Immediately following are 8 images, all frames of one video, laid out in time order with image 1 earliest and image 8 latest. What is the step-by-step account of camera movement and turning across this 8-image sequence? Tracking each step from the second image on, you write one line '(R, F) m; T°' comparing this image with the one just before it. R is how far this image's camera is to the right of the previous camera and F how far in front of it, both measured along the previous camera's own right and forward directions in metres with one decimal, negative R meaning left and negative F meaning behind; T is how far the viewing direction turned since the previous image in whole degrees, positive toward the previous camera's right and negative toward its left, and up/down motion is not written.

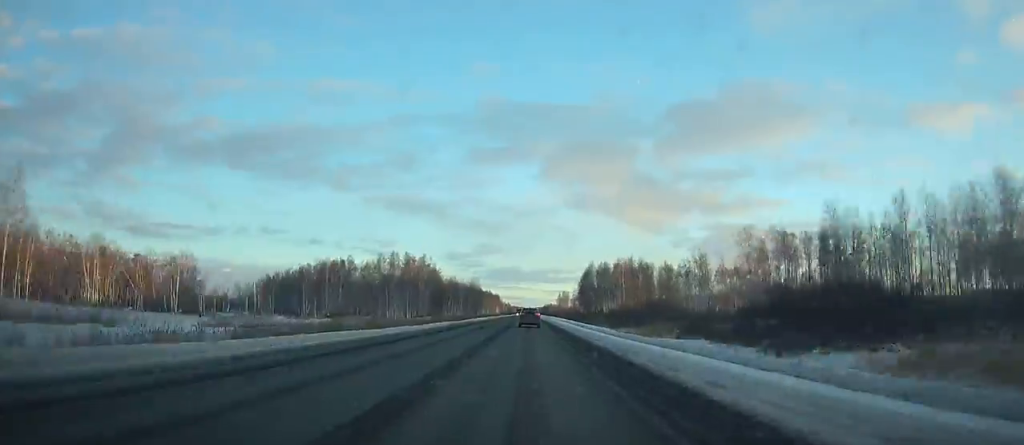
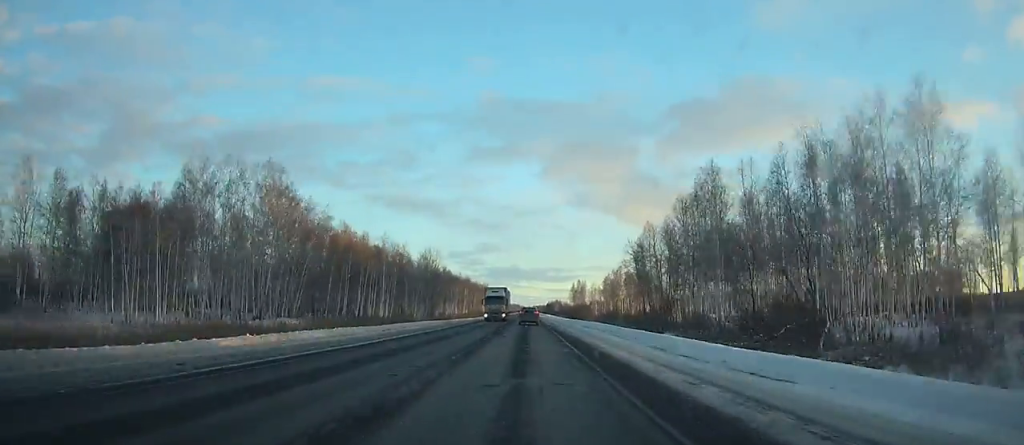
(+0.4, +109.0) m; 0°
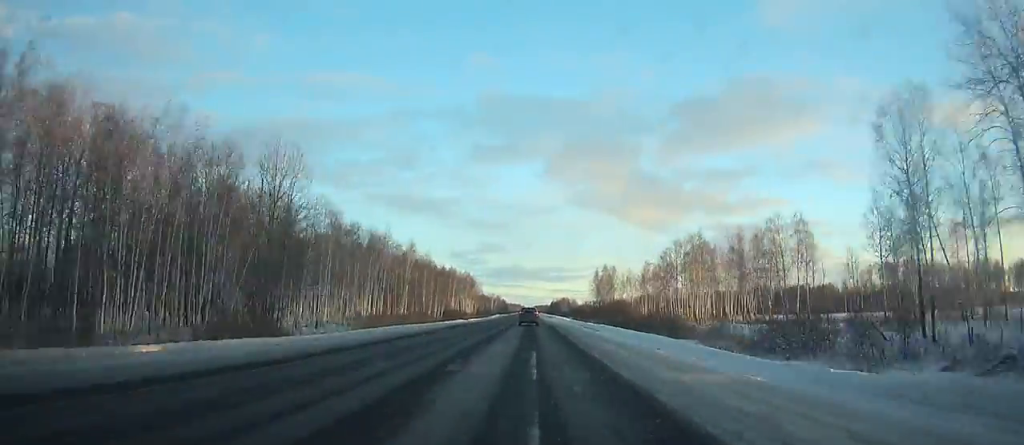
(-0.1, +86.1) m; 0°
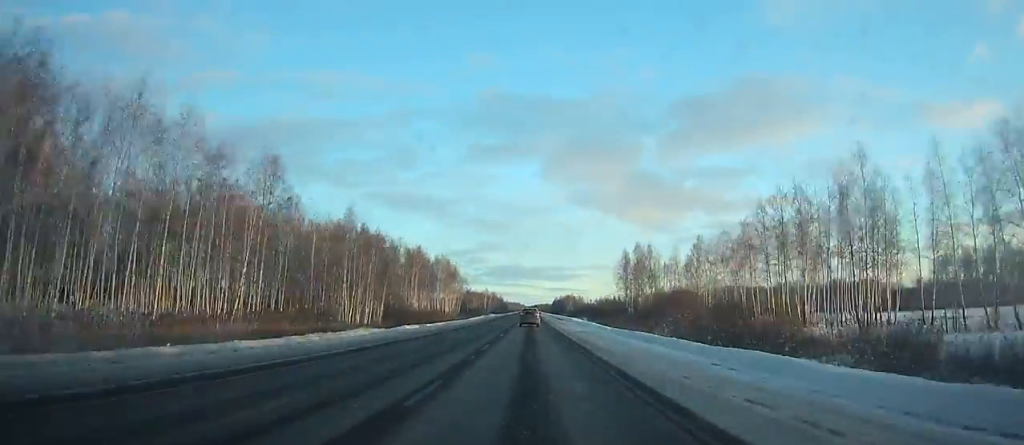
(0.0, +51.8) m; 0°
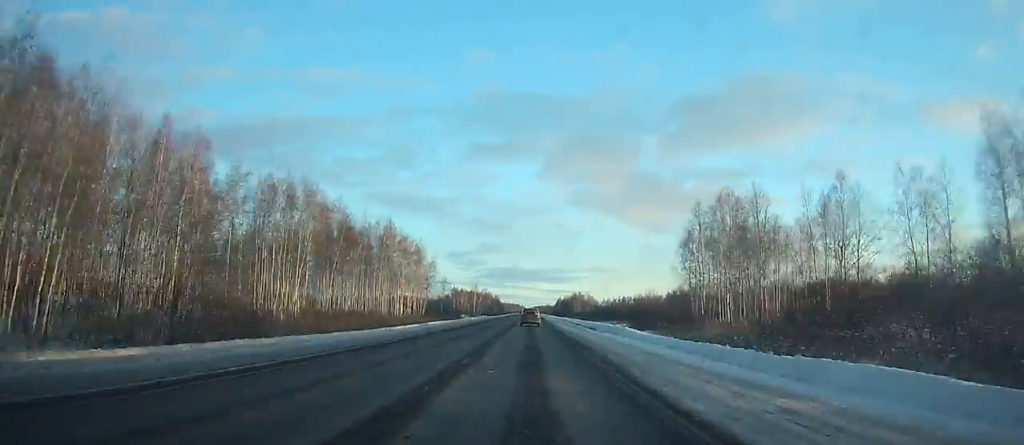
(+0.1, +54.7) m; 0°
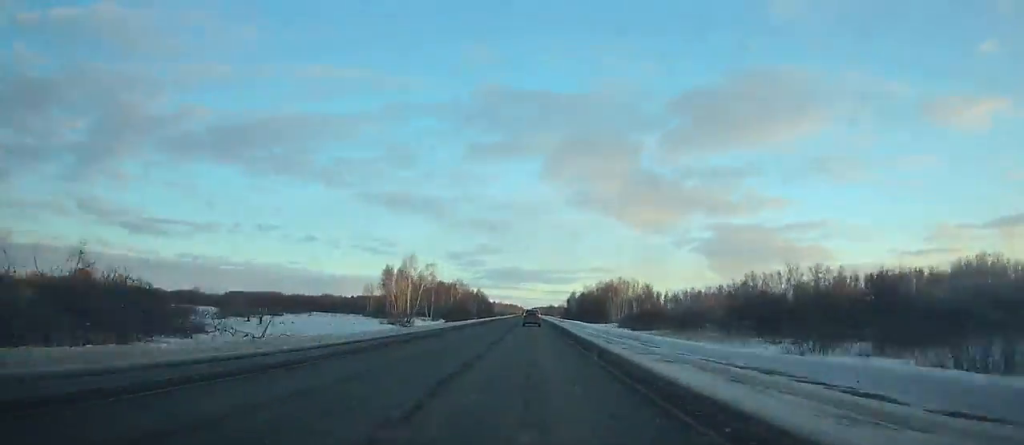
(+0.2, +126.6) m; 0°
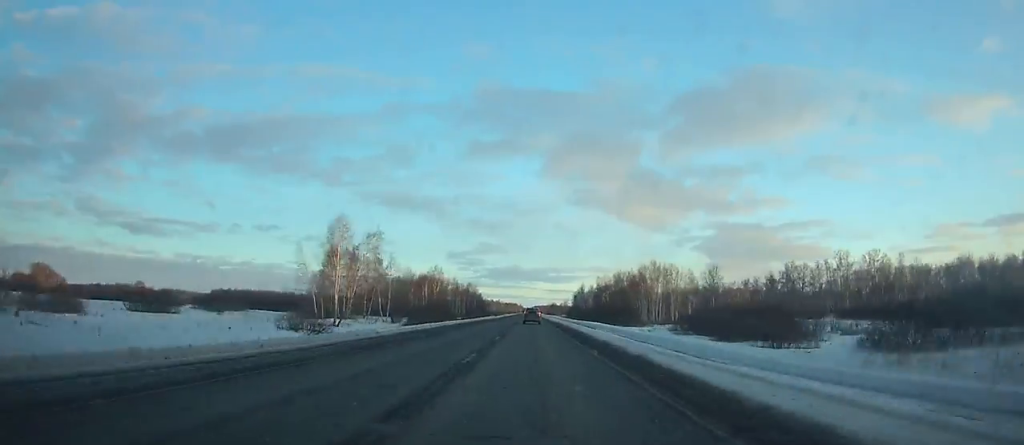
(+0.1, +40.3) m; 0°
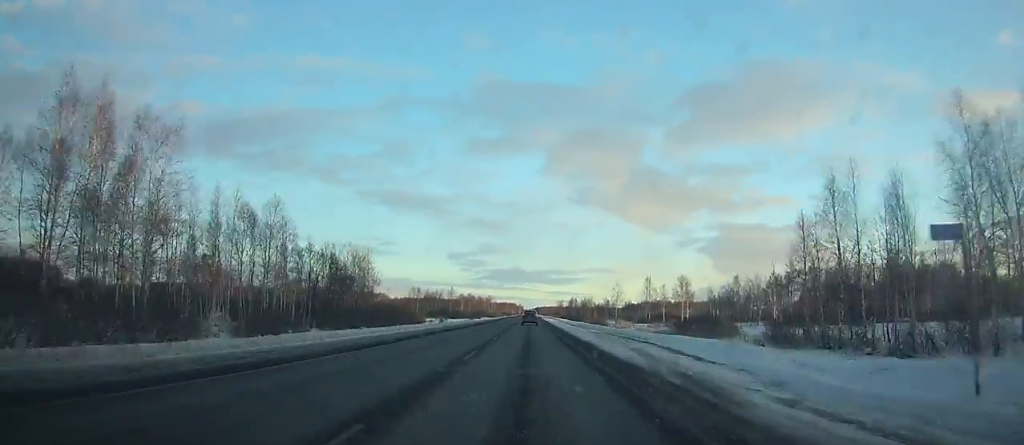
(-0.6, +202.8) m; 0°
